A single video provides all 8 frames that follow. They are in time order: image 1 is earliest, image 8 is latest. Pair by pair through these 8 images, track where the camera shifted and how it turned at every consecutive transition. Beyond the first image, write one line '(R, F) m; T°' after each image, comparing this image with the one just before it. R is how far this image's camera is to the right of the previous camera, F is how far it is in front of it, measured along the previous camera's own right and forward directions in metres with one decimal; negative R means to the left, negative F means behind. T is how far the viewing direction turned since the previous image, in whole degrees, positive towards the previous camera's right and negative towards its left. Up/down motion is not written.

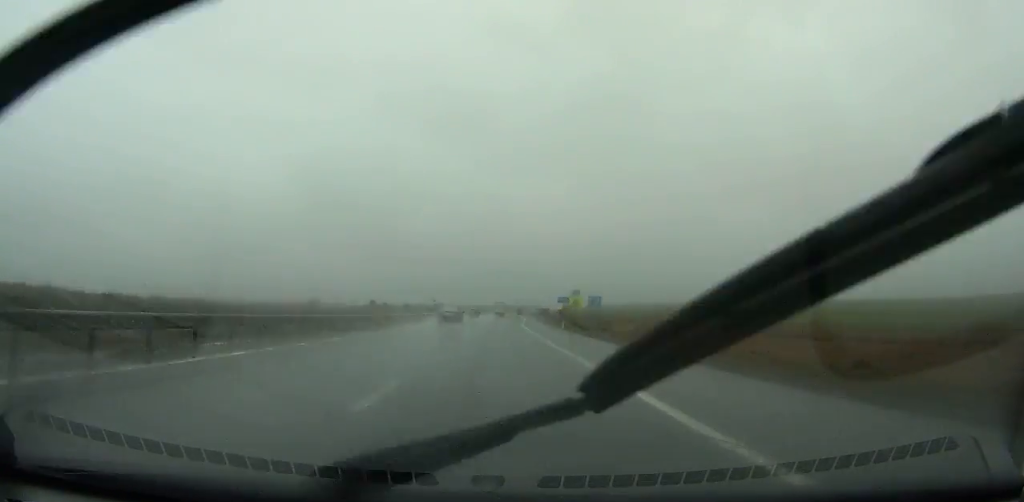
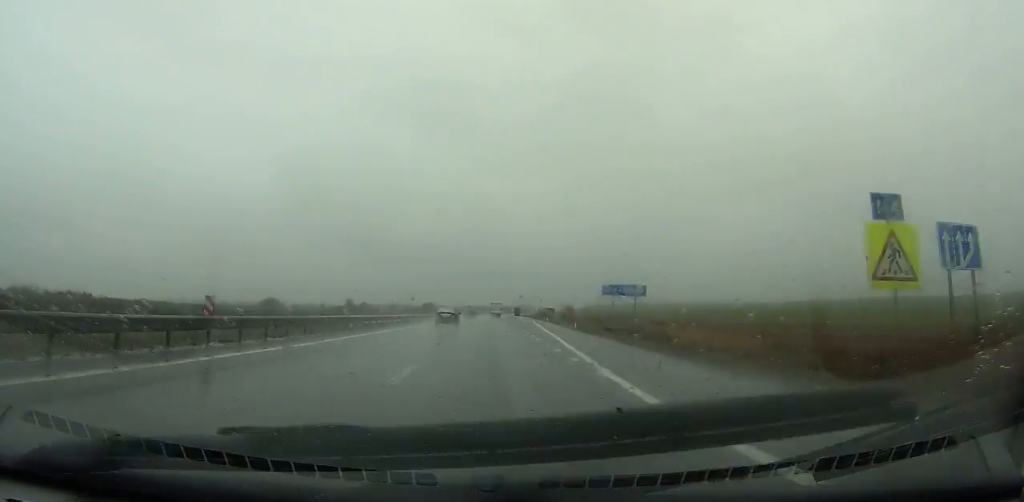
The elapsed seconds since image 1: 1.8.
(0.0, +45.3) m; 0°
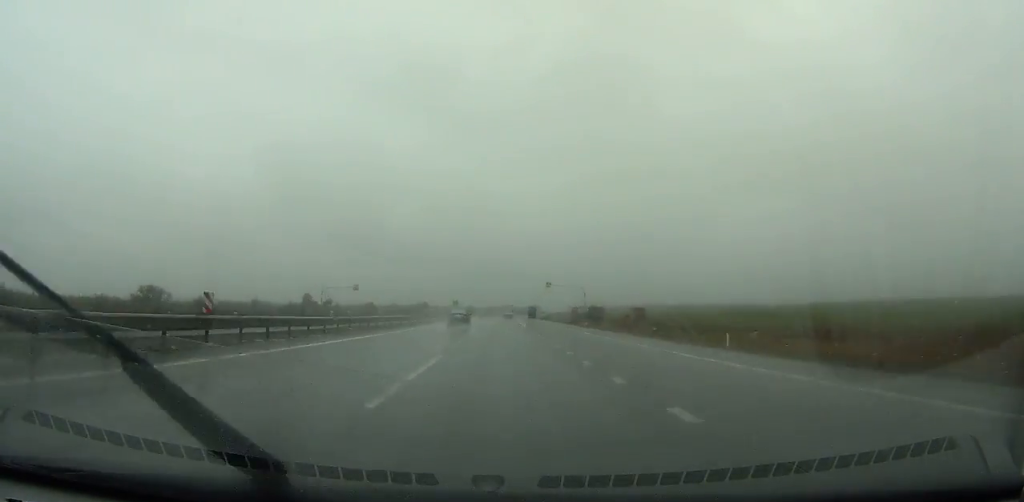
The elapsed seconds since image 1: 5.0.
(+0.2, +79.8) m; 0°
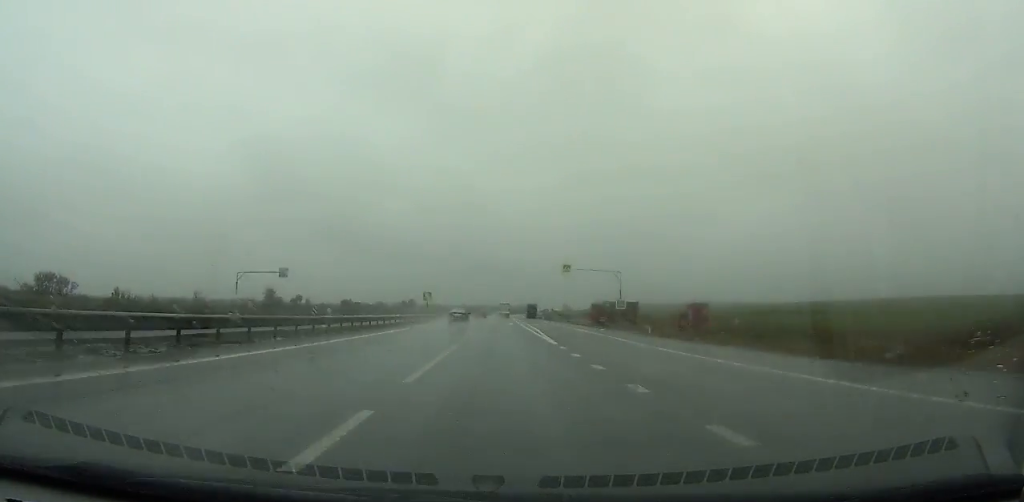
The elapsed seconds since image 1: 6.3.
(-0.2, +32.1) m; 0°
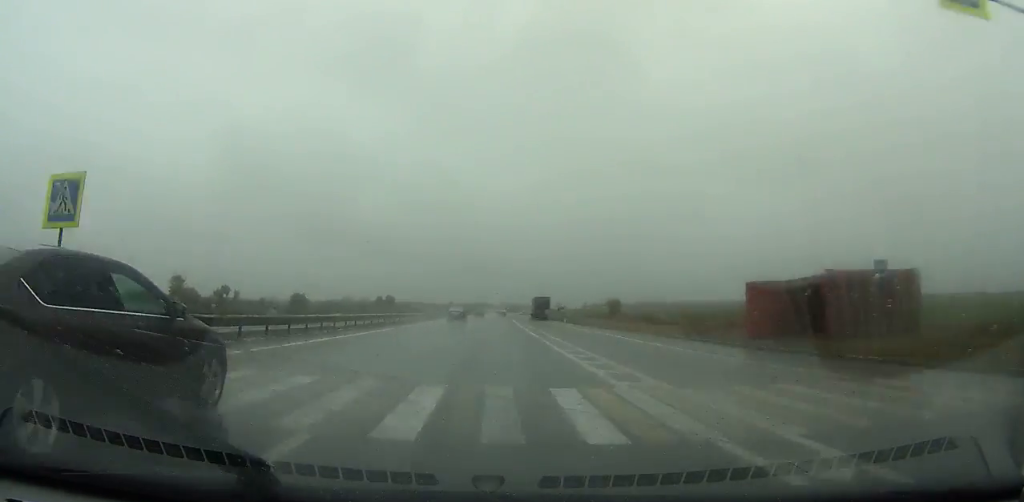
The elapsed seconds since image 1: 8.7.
(+0.5, +59.0) m; +1°
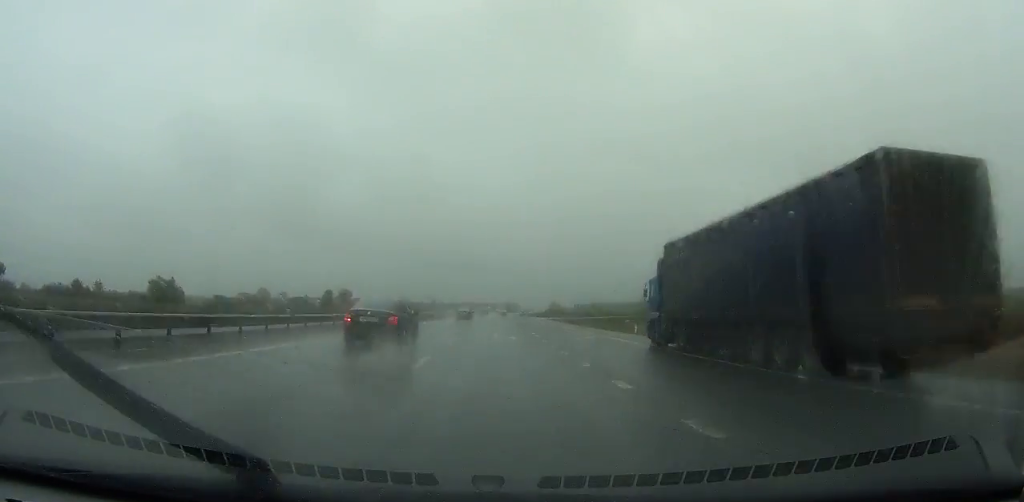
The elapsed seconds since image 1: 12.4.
(+0.6, +90.4) m; +1°
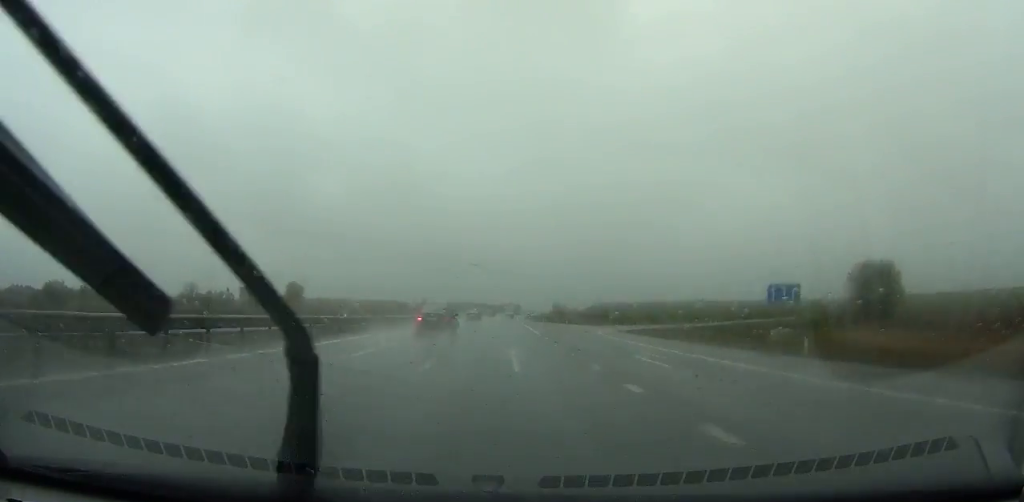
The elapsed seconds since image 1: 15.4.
(+0.4, +72.9) m; 0°
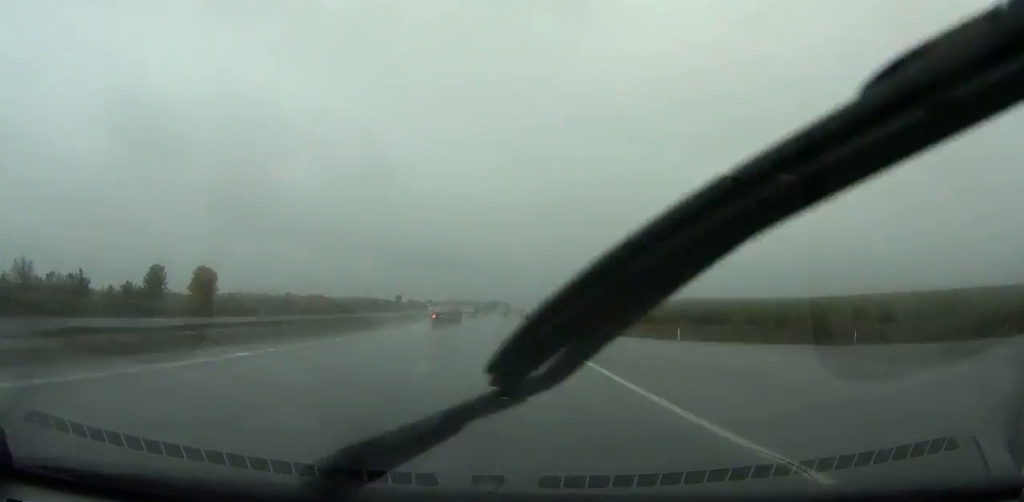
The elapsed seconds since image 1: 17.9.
(+0.1, +61.1) m; +1°
